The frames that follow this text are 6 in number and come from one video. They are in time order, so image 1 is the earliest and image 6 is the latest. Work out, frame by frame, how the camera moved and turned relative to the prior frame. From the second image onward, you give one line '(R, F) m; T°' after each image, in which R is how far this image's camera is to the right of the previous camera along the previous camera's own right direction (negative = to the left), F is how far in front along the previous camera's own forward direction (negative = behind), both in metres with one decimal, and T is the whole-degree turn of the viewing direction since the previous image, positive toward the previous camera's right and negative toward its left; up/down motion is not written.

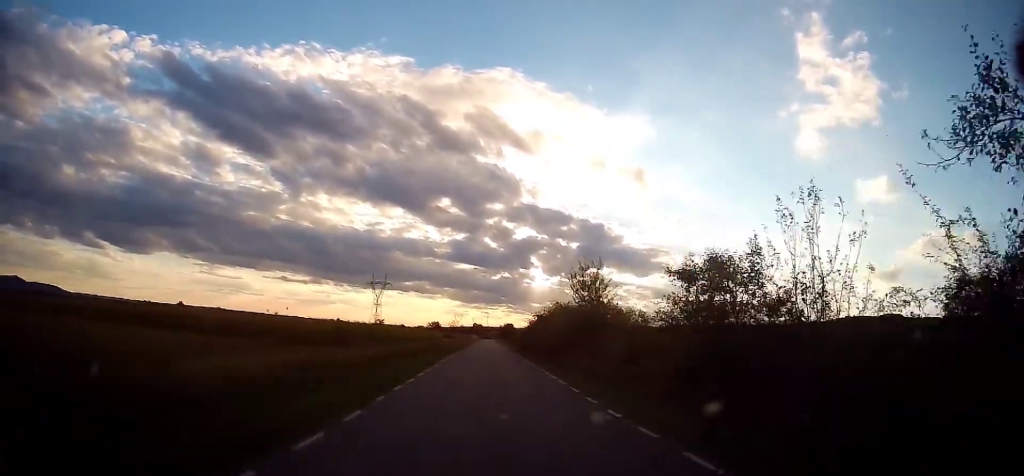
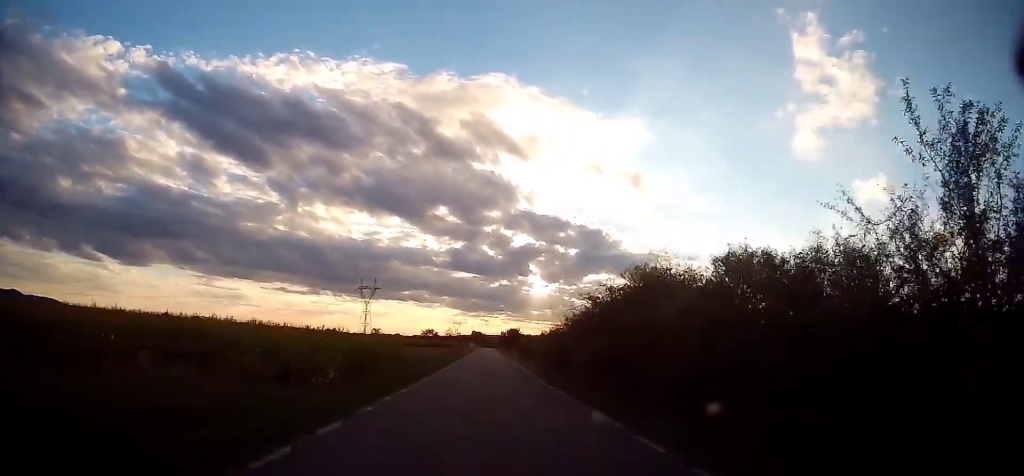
(0.0, +24.8) m; -1°
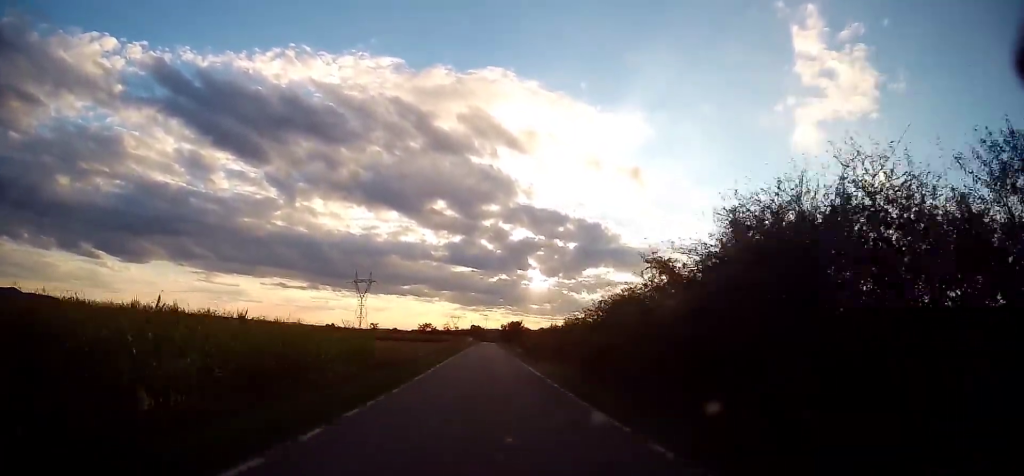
(-0.1, +8.9) m; 0°
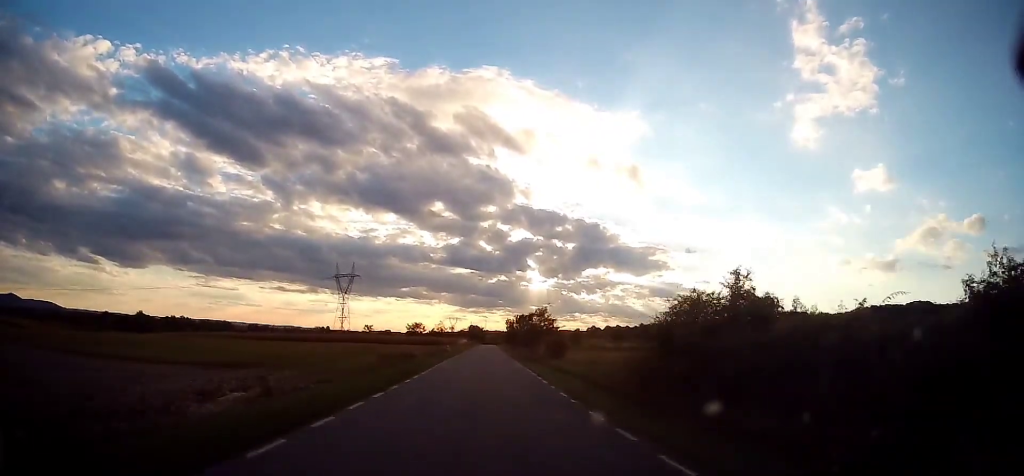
(0.0, +33.4) m; 0°
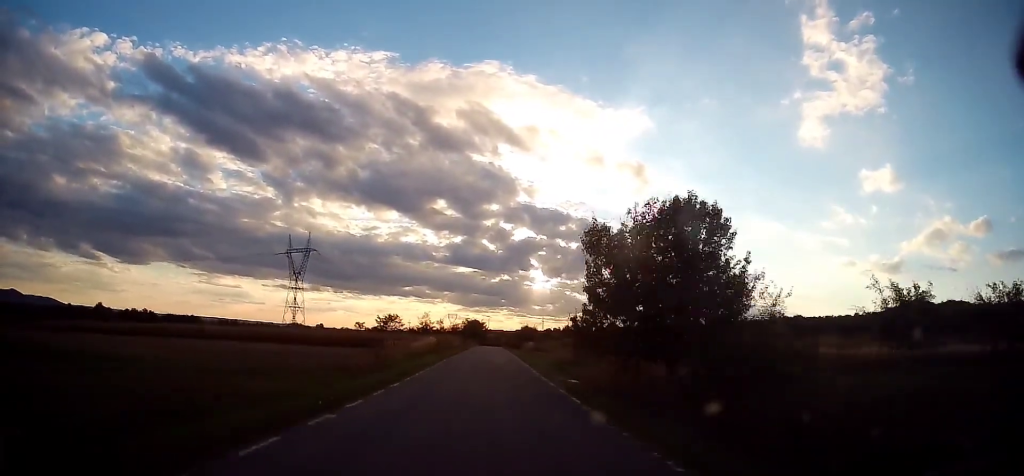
(+0.6, +62.8) m; -1°
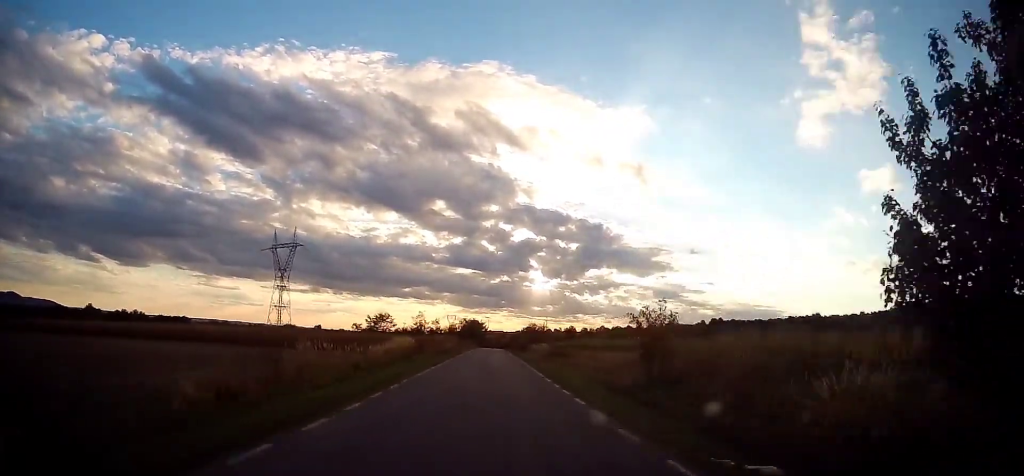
(+0.1, +12.7) m; 0°
